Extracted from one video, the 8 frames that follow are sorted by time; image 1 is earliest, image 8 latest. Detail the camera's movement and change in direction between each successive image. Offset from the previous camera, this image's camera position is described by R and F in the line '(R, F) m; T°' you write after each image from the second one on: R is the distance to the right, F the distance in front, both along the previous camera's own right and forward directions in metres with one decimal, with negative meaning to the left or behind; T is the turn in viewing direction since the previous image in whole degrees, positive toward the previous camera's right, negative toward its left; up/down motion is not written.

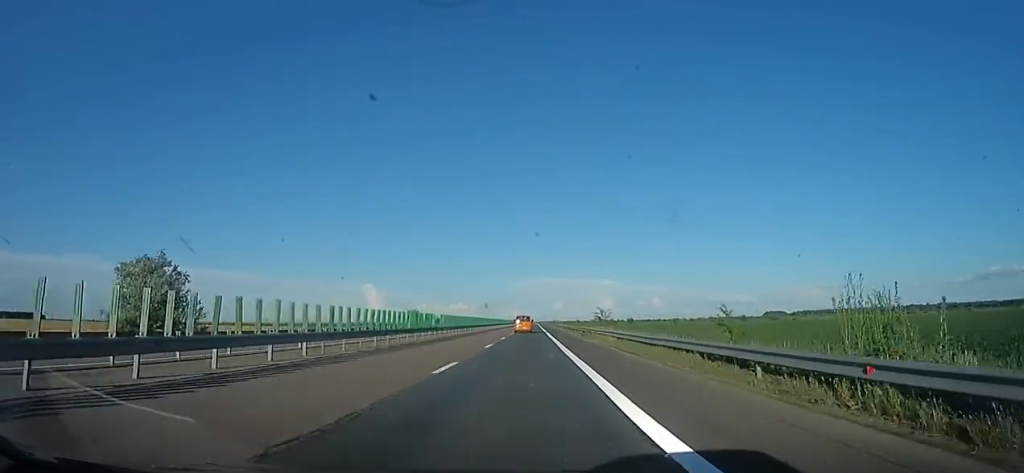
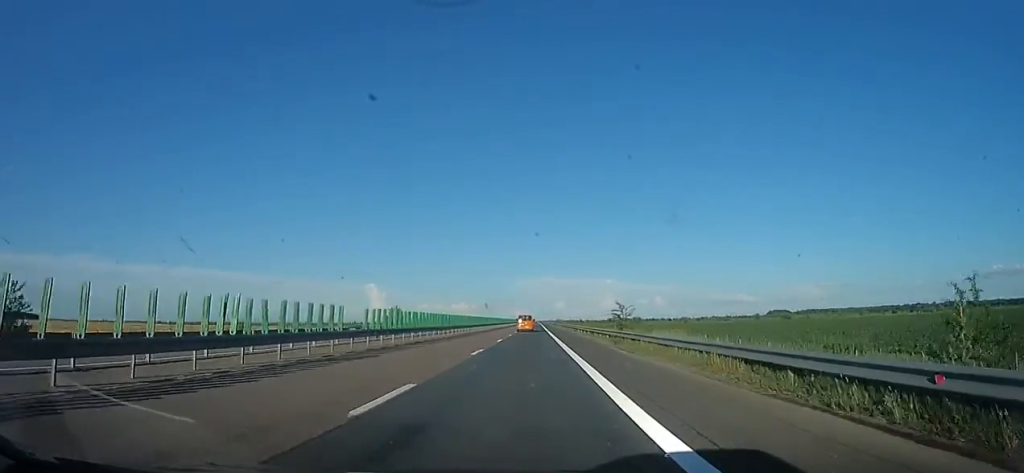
(0.0, +17.3) m; 0°
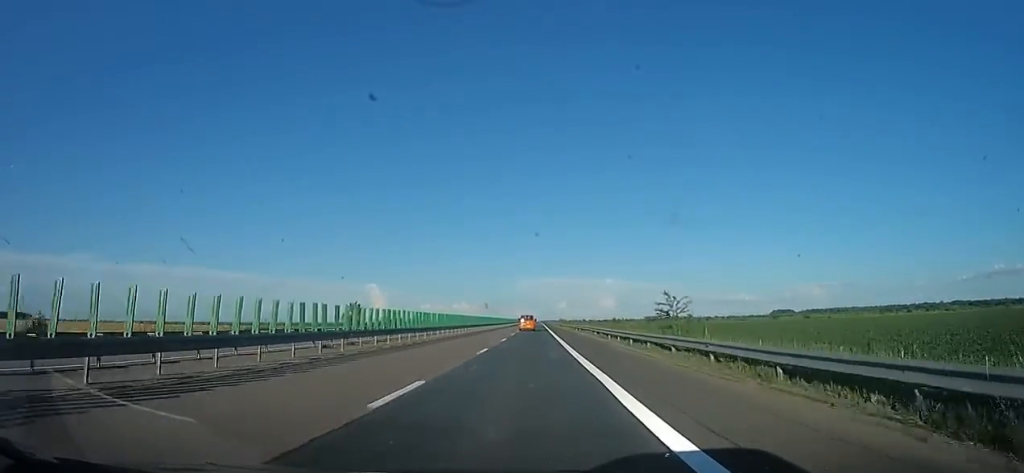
(0.0, +23.4) m; 0°
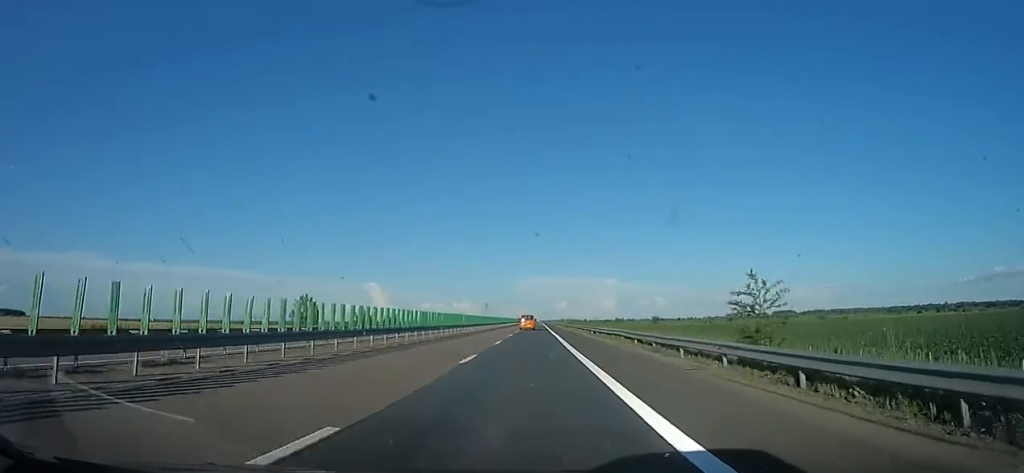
(0.0, +16.8) m; 0°
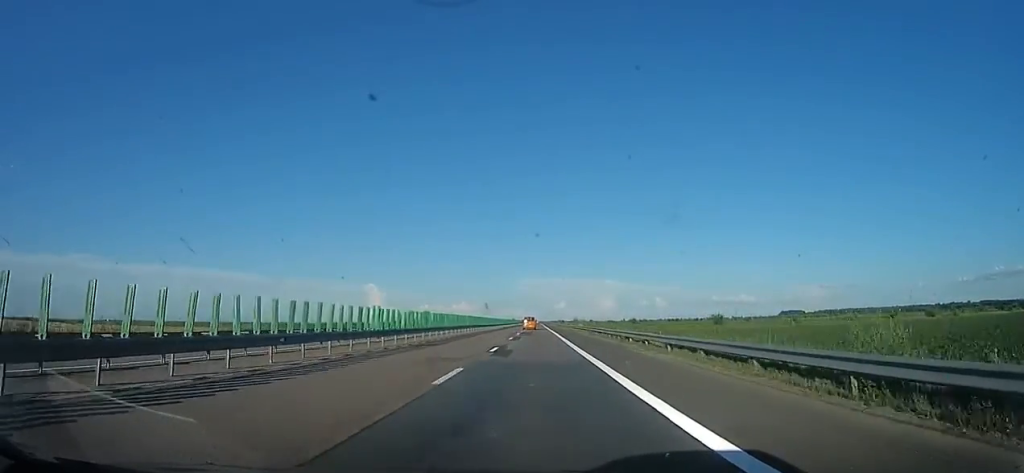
(0.0, +88.7) m; 0°
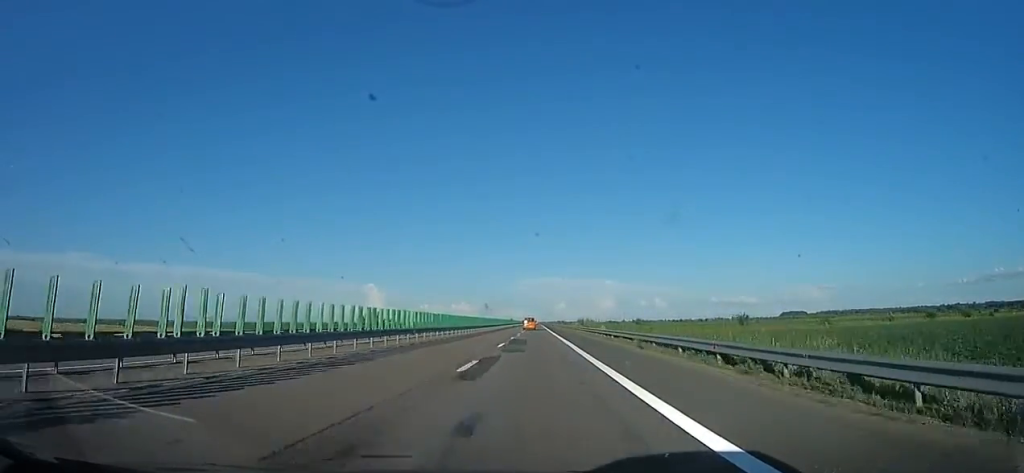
(0.0, +21.4) m; 0°
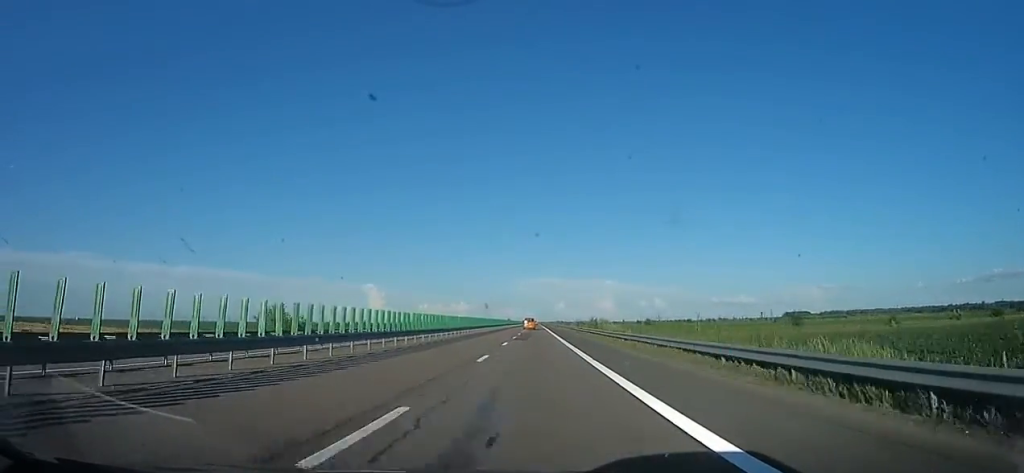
(+0.1, +32.2) m; -2°
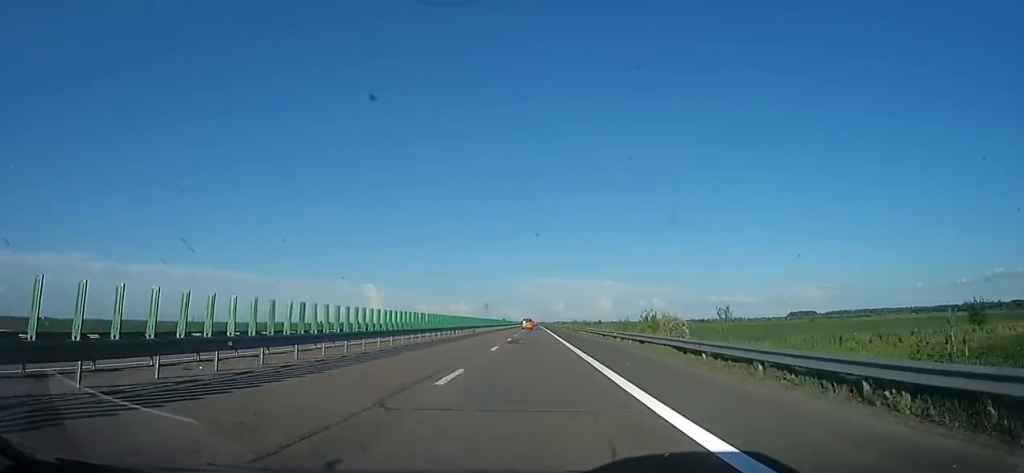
(-0.7, +54.5) m; +1°
